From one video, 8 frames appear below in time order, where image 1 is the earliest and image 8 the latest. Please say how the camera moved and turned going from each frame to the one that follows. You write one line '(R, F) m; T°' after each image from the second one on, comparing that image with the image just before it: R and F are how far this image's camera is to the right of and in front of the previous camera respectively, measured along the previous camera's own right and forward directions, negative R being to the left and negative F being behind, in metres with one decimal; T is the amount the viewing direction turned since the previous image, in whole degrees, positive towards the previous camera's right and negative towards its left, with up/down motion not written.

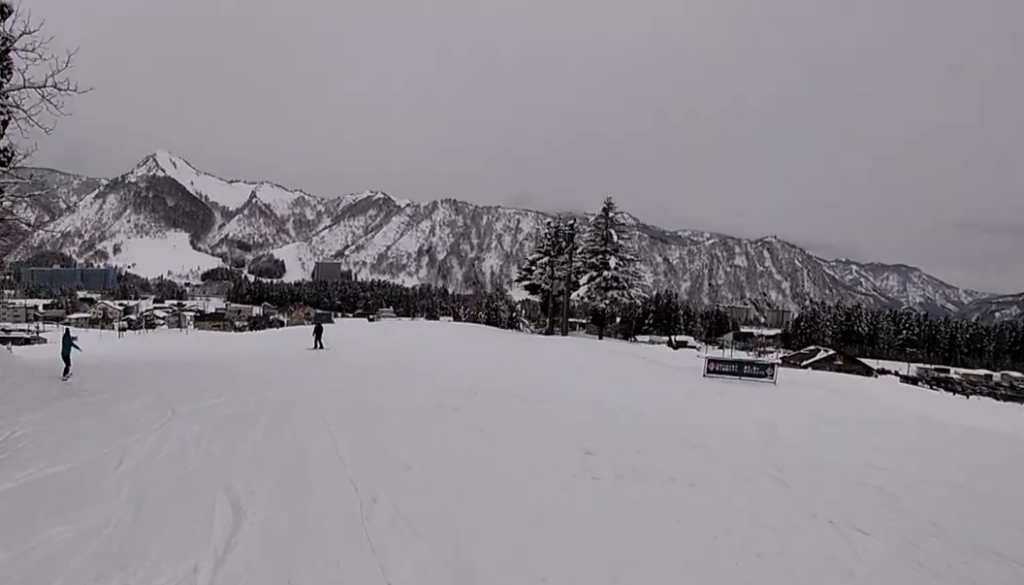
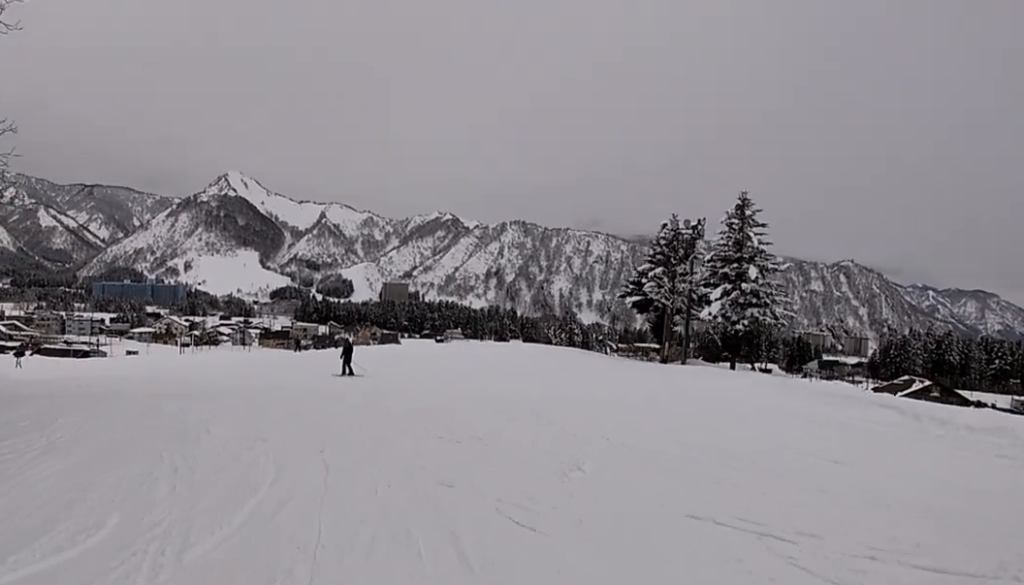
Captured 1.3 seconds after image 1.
(-1.1, +10.0) m; -2°
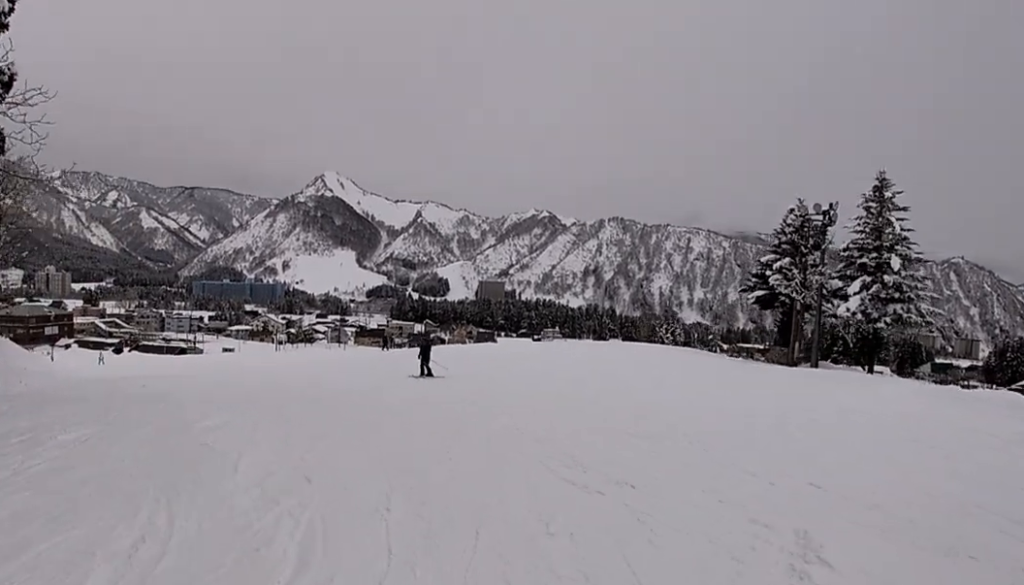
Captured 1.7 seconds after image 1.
(+0.5, +3.5) m; -2°
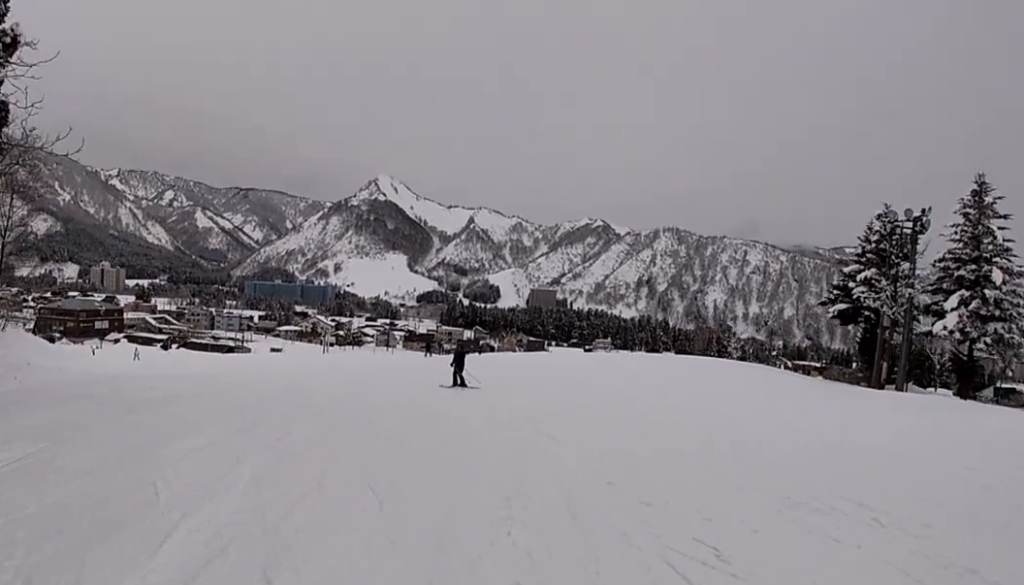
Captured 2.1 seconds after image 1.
(+0.5, +3.0) m; -2°
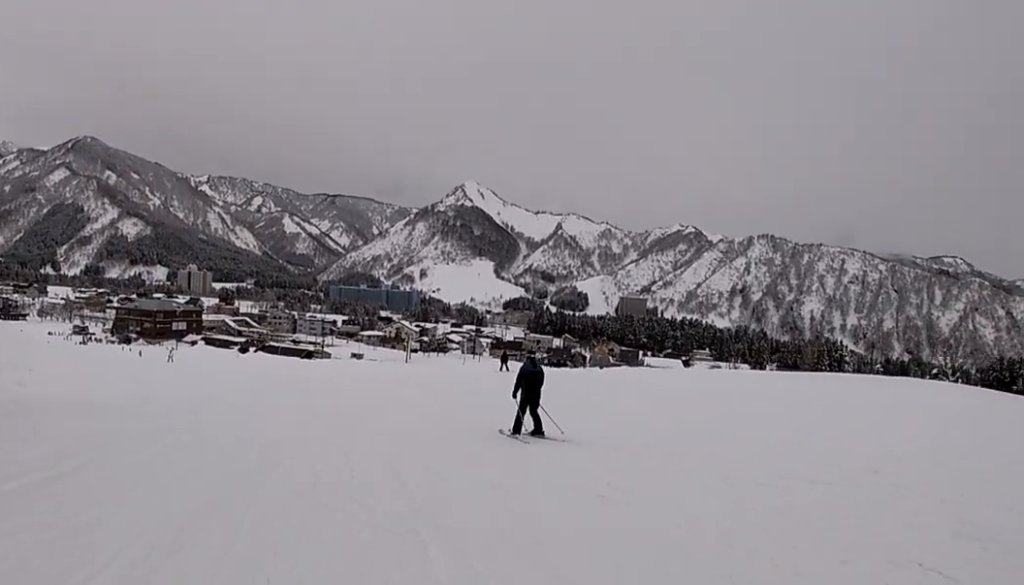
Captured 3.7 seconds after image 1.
(-2.1, +11.7) m; -17°
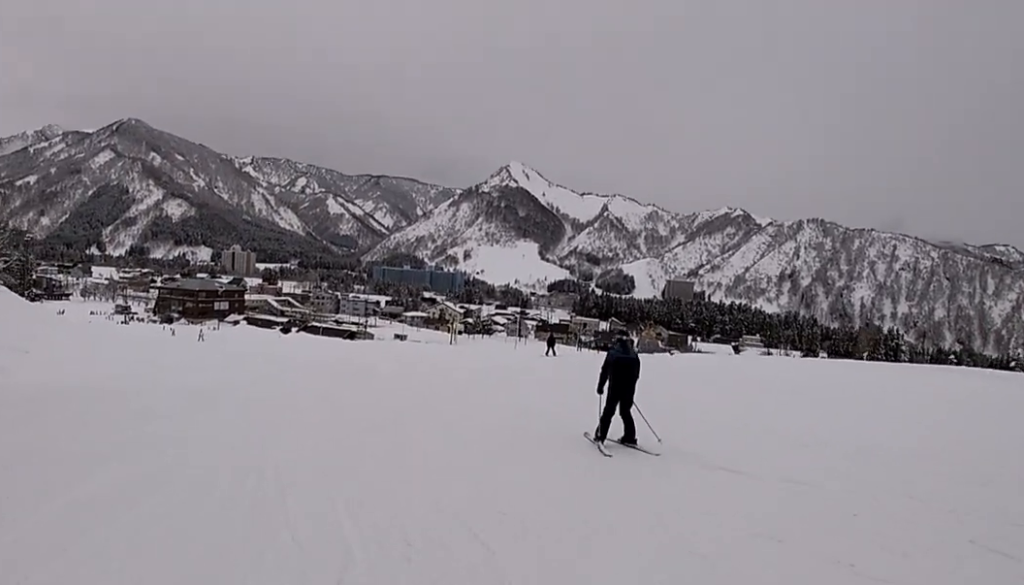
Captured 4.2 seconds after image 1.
(+0.3, +3.8) m; -6°
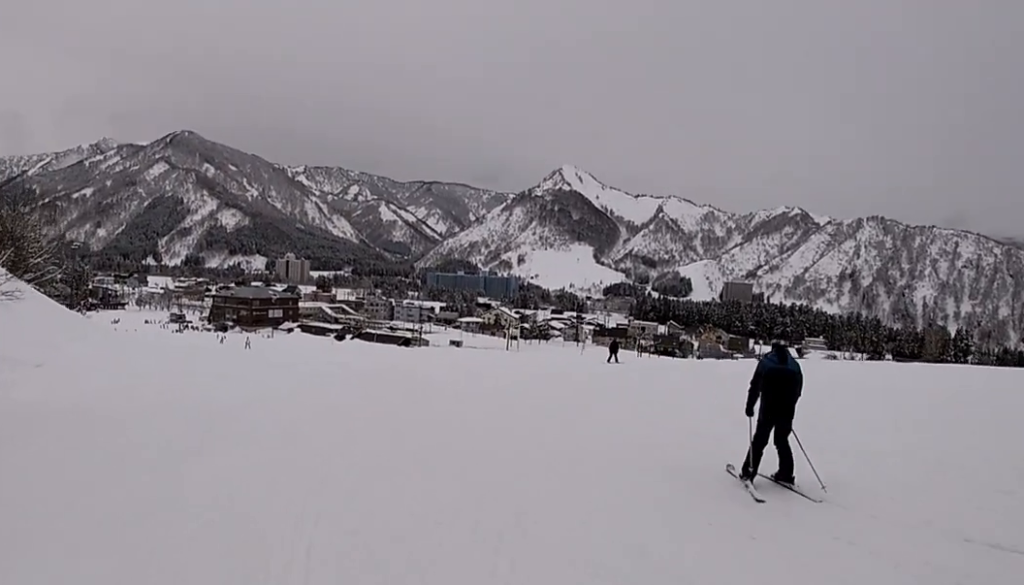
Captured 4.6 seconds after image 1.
(-0.7, +2.9) m; -2°
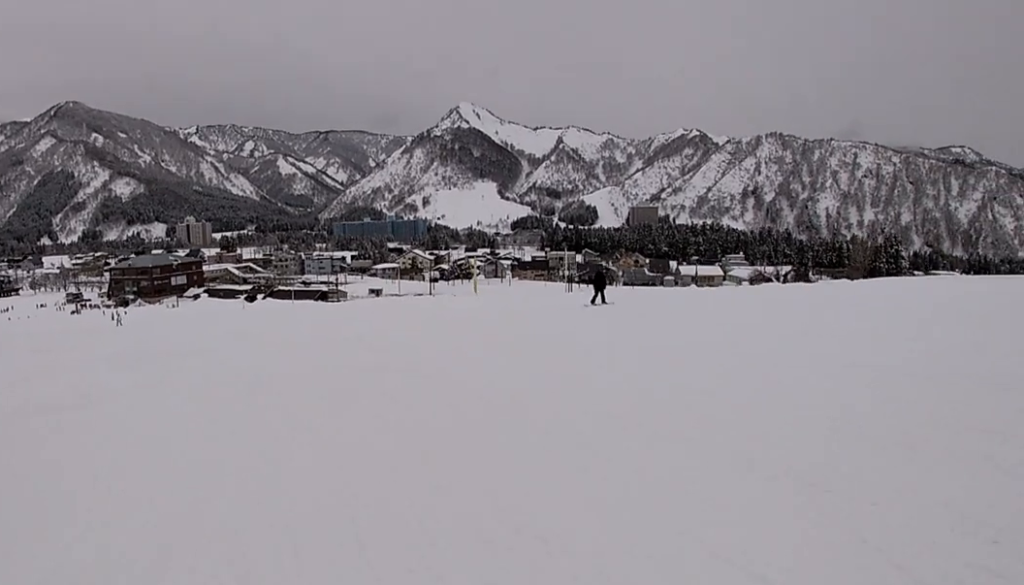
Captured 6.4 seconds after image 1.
(-0.1, +12.8) m; +1°
